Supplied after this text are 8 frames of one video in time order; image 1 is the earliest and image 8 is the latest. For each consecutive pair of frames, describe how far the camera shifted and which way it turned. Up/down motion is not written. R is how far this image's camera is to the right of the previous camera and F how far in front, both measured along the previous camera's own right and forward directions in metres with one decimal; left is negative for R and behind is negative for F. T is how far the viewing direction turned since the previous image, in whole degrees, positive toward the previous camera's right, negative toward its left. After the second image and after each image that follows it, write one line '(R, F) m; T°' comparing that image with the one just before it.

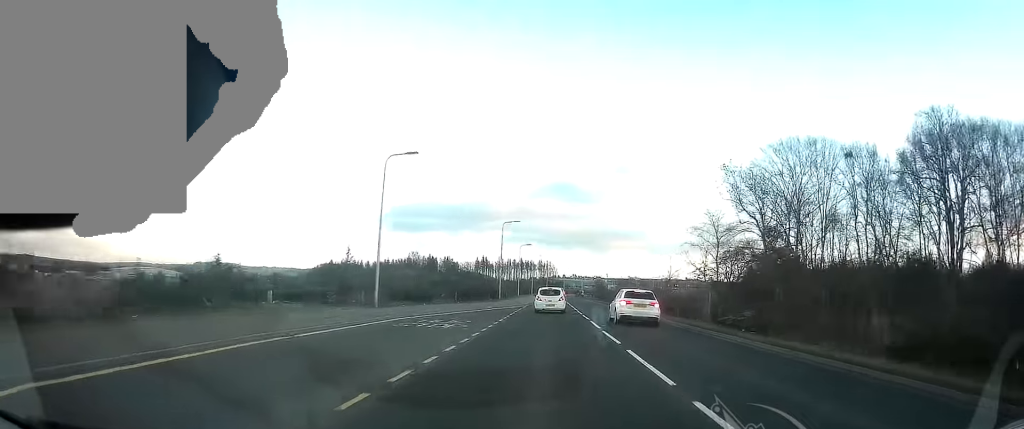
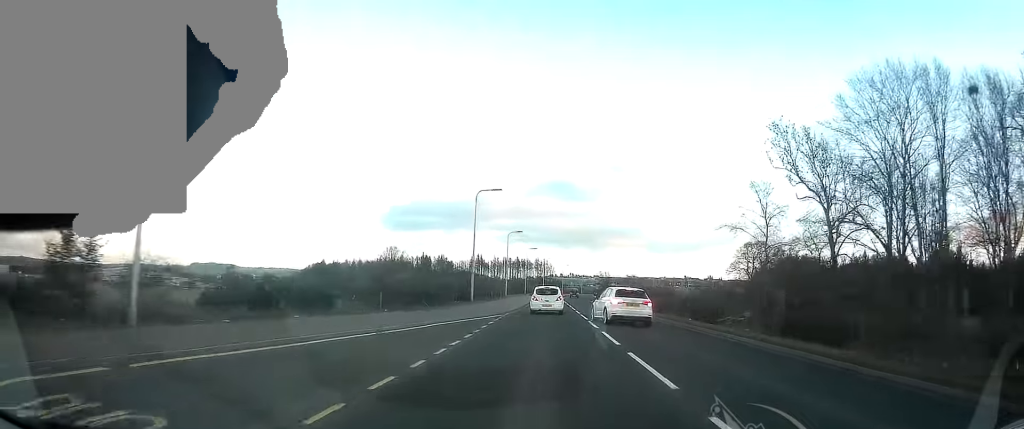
(-0.2, +18.8) m; -1°
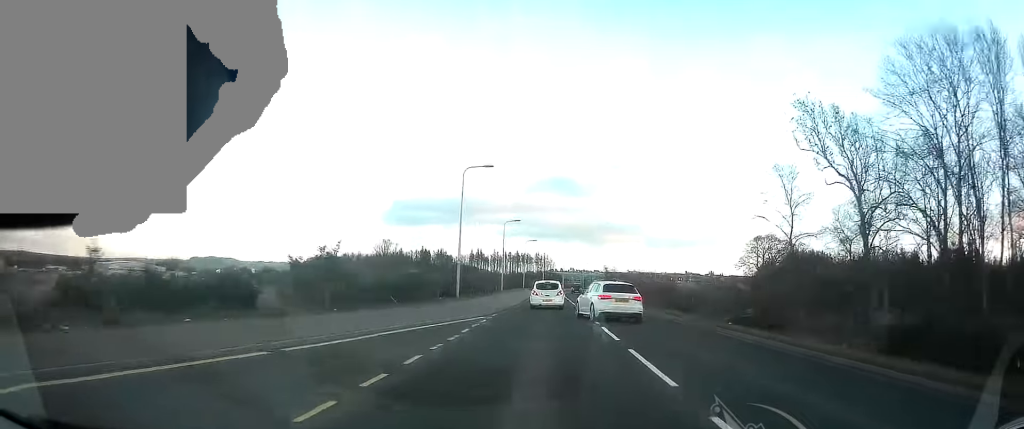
(0.0, +6.5) m; 0°
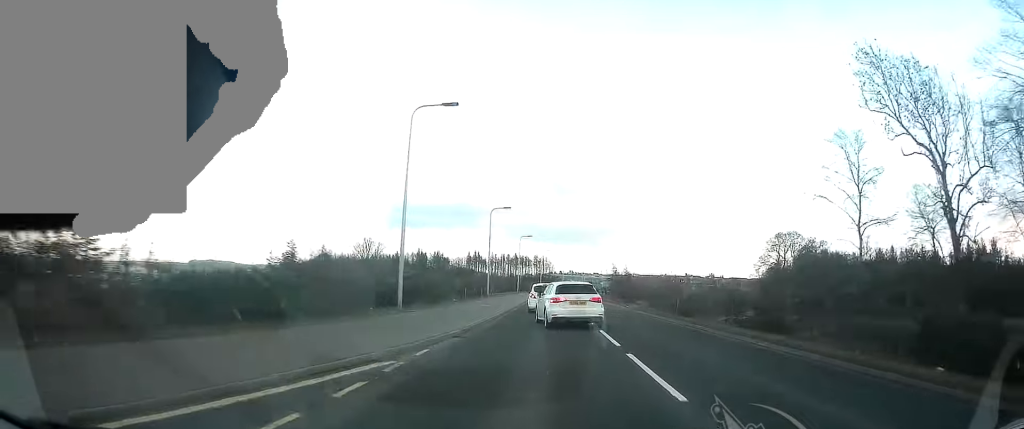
(+0.1, +13.7) m; 0°
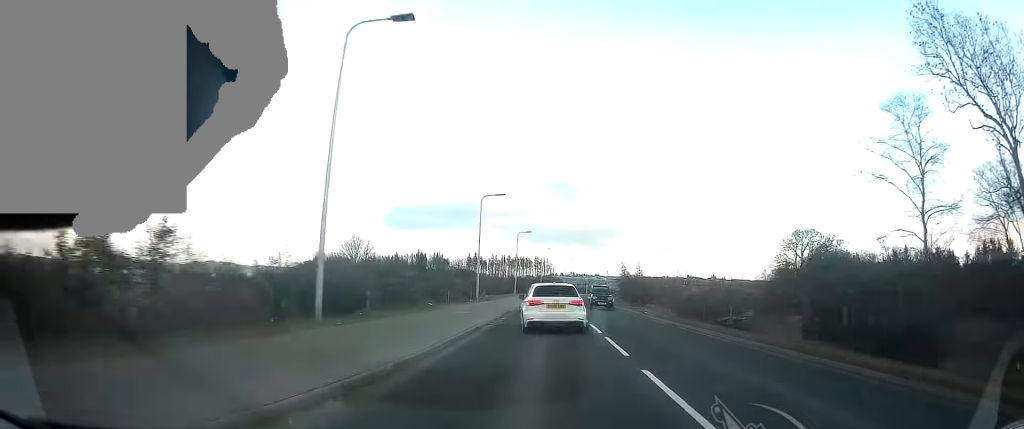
(+0.1, +8.6) m; 0°
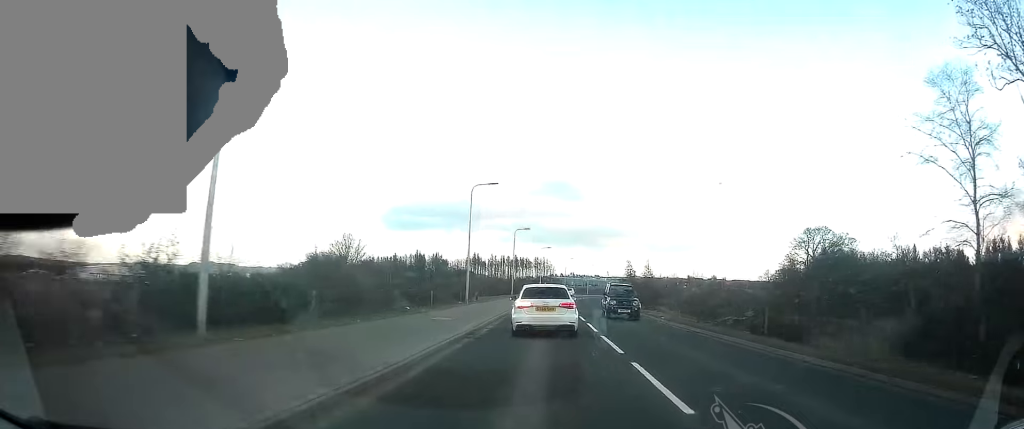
(-0.1, +5.5) m; 0°
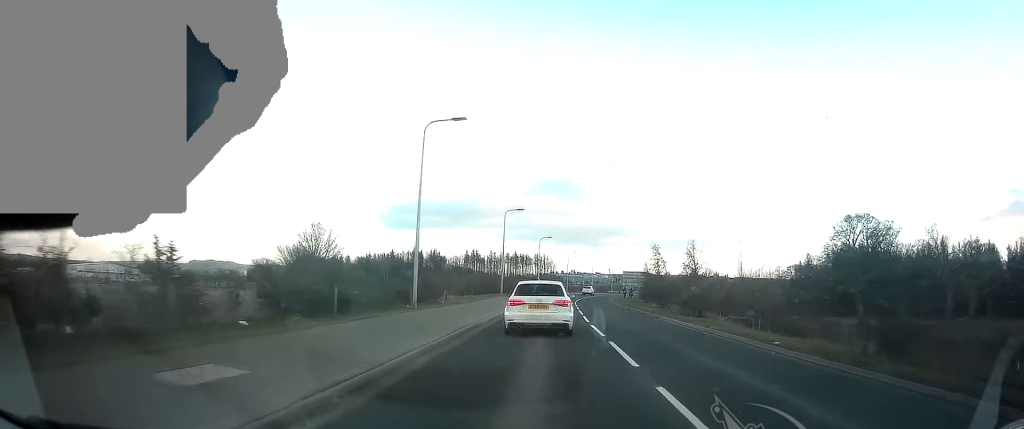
(0.0, +15.9) m; 0°
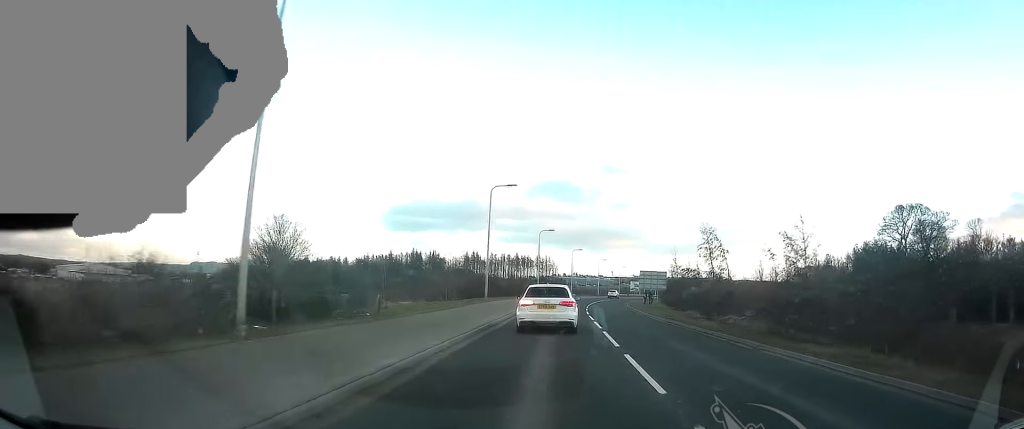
(-0.2, +14.6) m; 0°
